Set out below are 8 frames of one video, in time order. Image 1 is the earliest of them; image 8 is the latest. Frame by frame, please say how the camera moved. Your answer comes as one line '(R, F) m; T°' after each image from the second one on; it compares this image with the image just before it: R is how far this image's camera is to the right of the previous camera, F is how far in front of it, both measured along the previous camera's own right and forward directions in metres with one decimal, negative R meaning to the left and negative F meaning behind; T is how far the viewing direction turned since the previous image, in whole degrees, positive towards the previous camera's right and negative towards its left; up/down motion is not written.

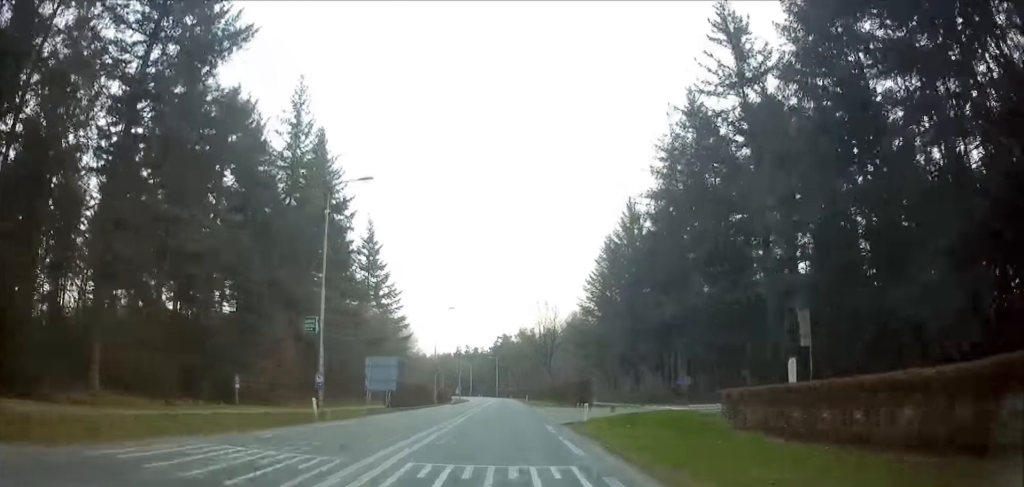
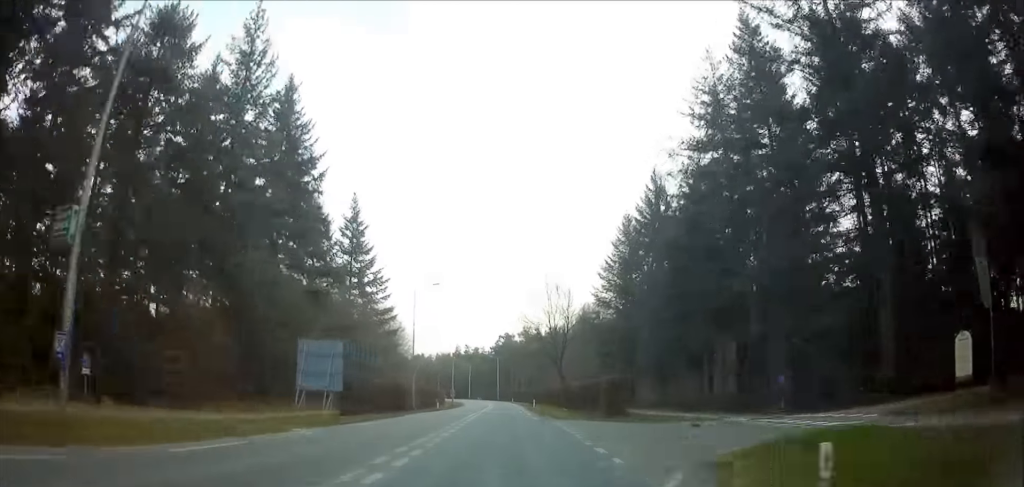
(+0.4, +16.4) m; +1°
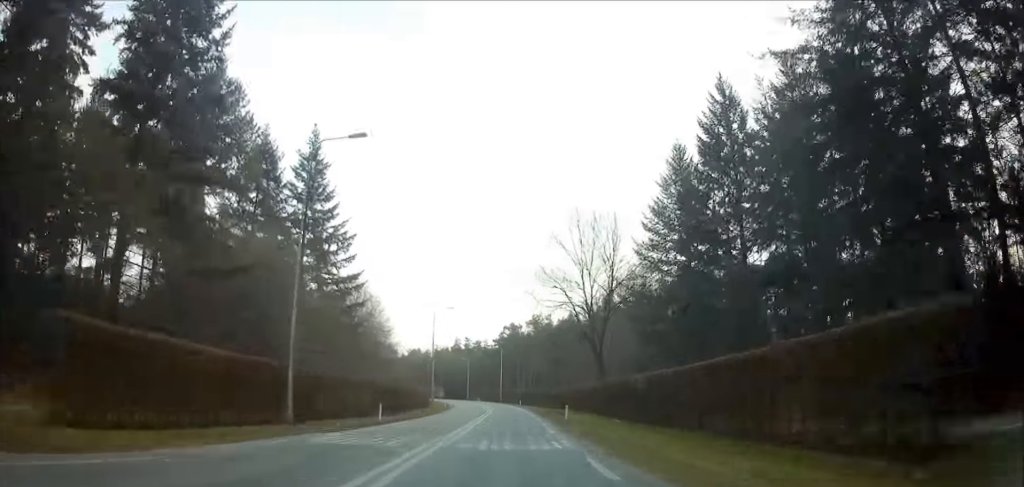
(+0.1, +29.4) m; 0°
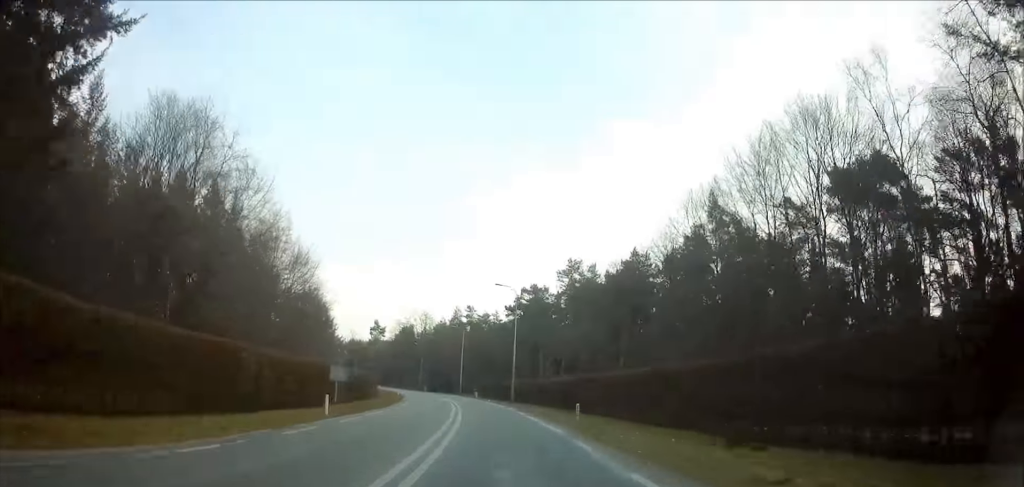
(-0.3, +56.9) m; -2°
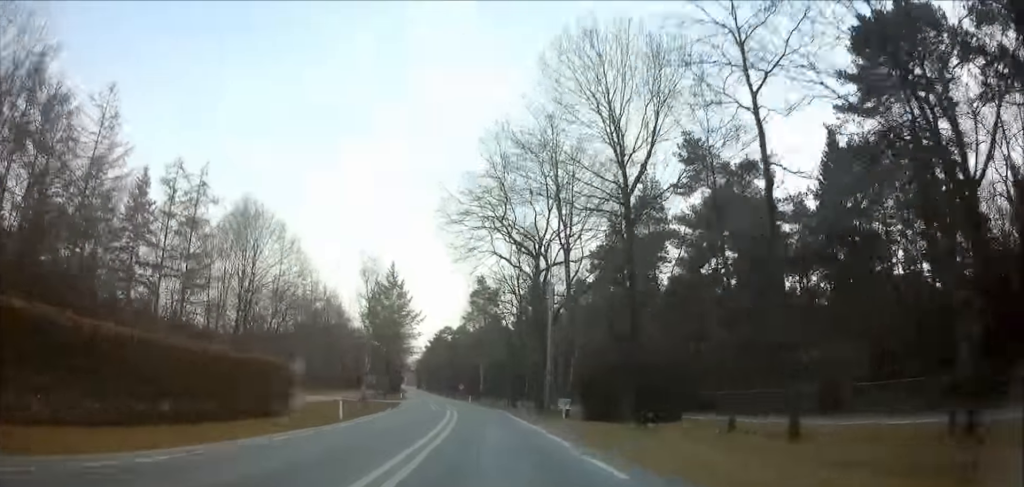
(-10.4, +100.2) m; -13°
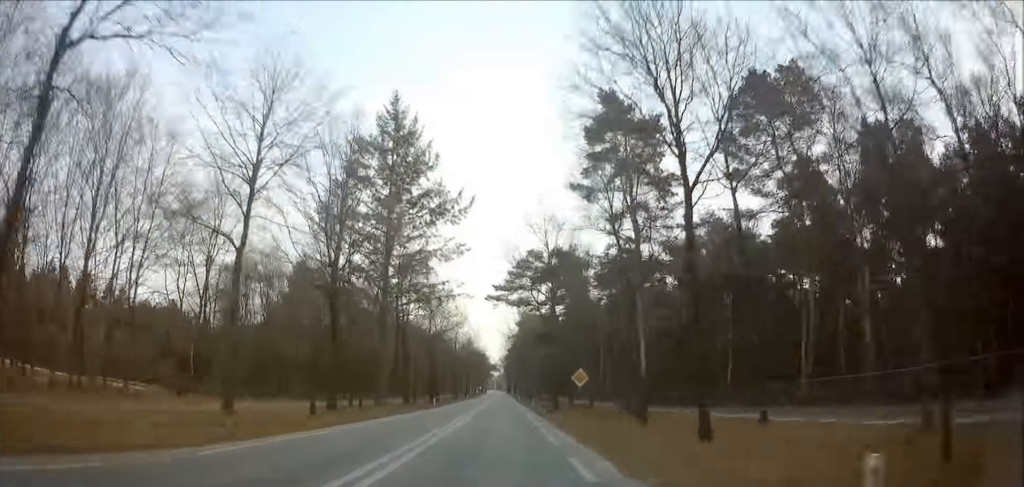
(-5.0, +71.0) m; -7°
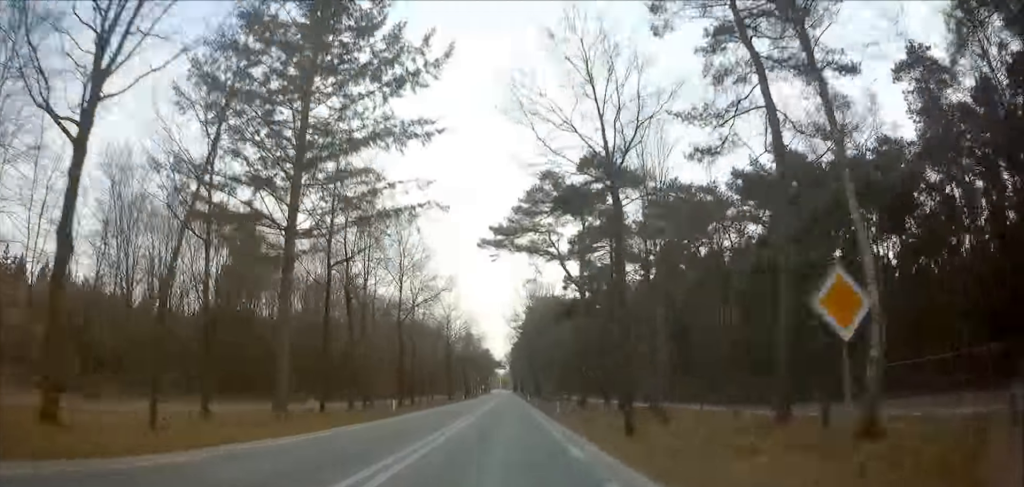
(-0.4, +20.7) m; 0°
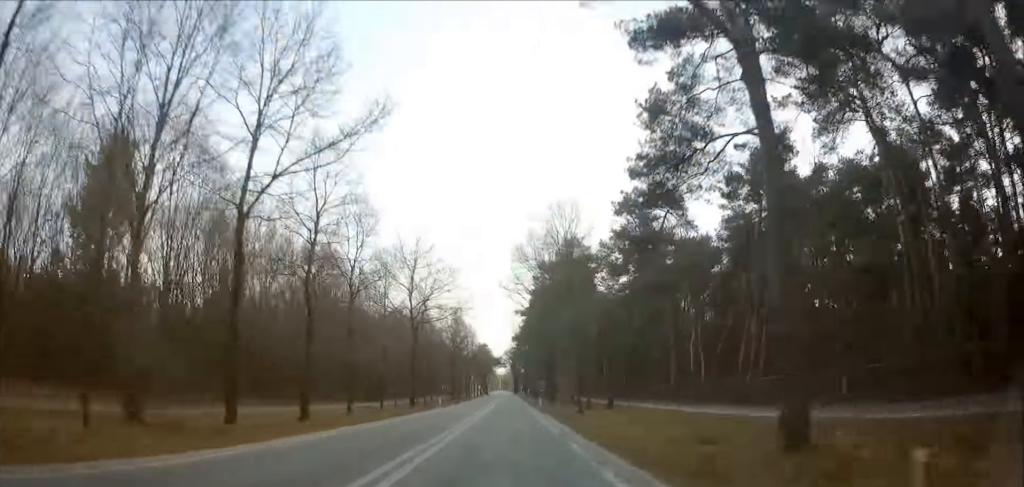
(-0.3, +28.6) m; -1°
